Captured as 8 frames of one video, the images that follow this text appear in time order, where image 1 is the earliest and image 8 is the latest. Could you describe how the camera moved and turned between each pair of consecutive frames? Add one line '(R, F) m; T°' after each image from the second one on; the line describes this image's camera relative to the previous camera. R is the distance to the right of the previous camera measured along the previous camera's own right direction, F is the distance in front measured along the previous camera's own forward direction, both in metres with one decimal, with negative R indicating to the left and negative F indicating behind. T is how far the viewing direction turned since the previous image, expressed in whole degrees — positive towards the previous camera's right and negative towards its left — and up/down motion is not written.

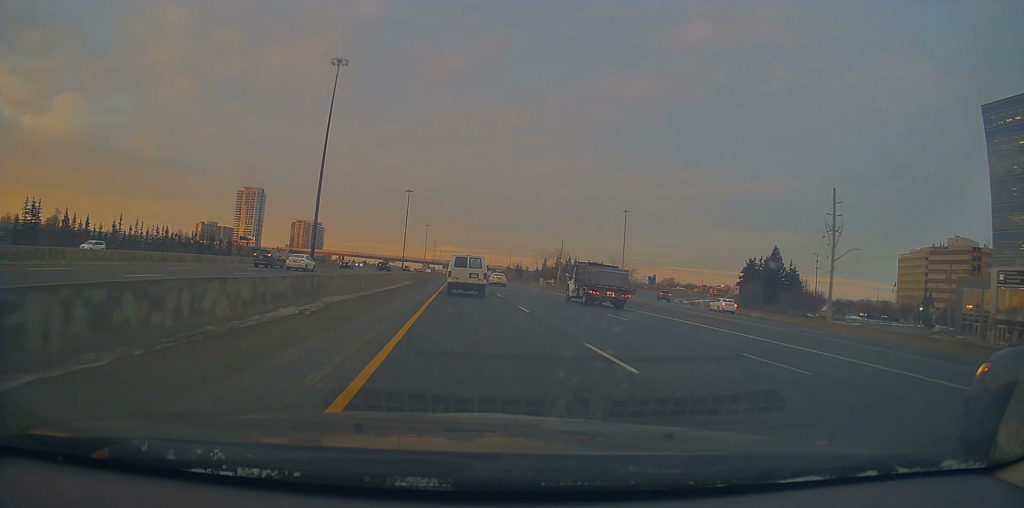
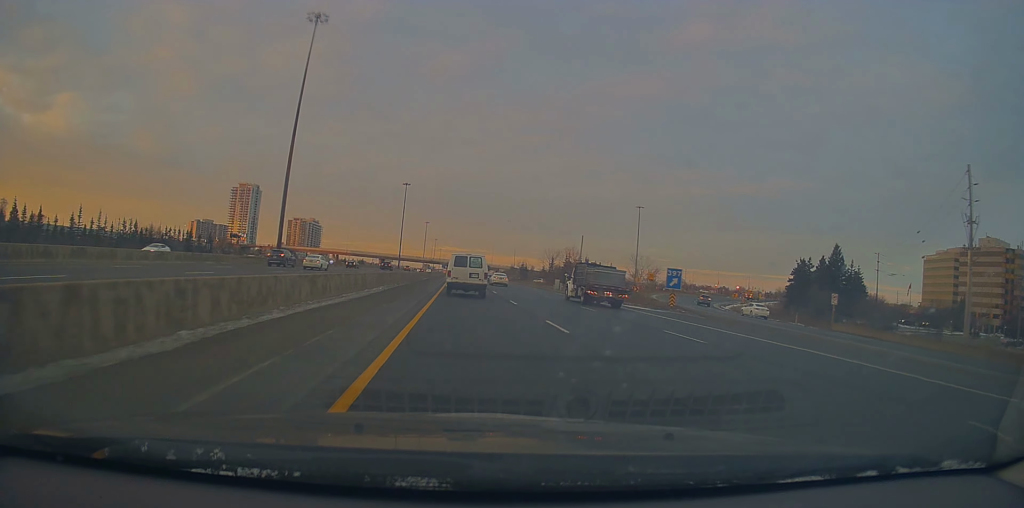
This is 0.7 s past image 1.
(0.0, +18.6) m; 0°
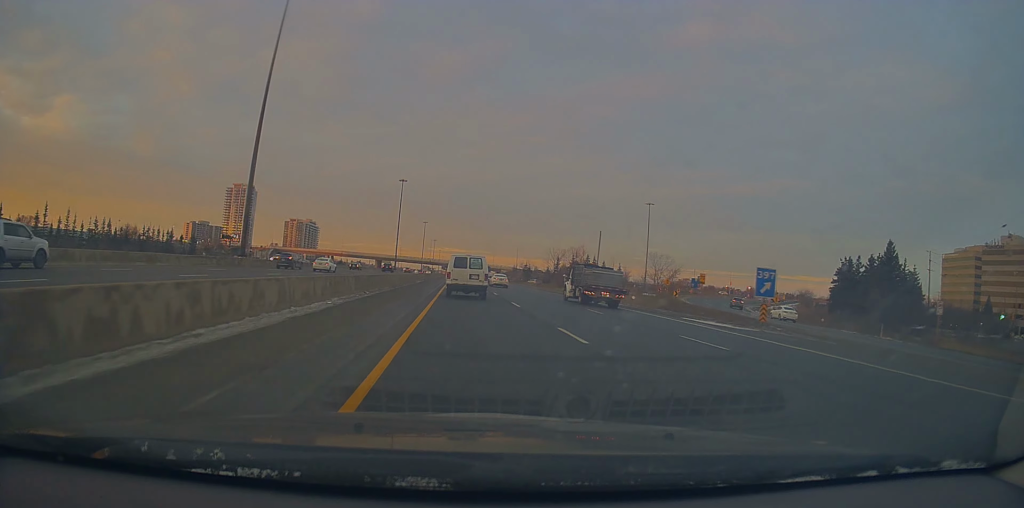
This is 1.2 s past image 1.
(0.0, +13.2) m; 0°
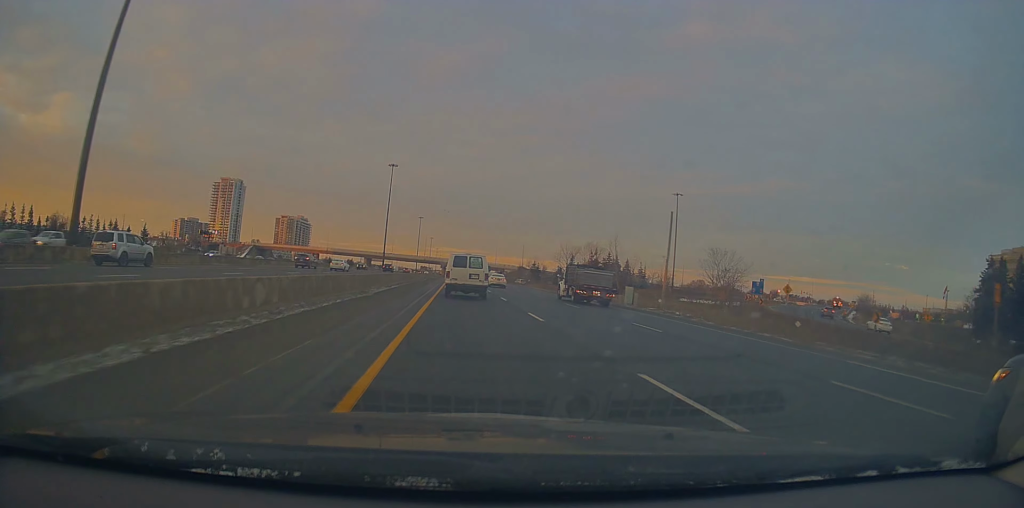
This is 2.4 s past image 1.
(+0.2, +31.1) m; +1°
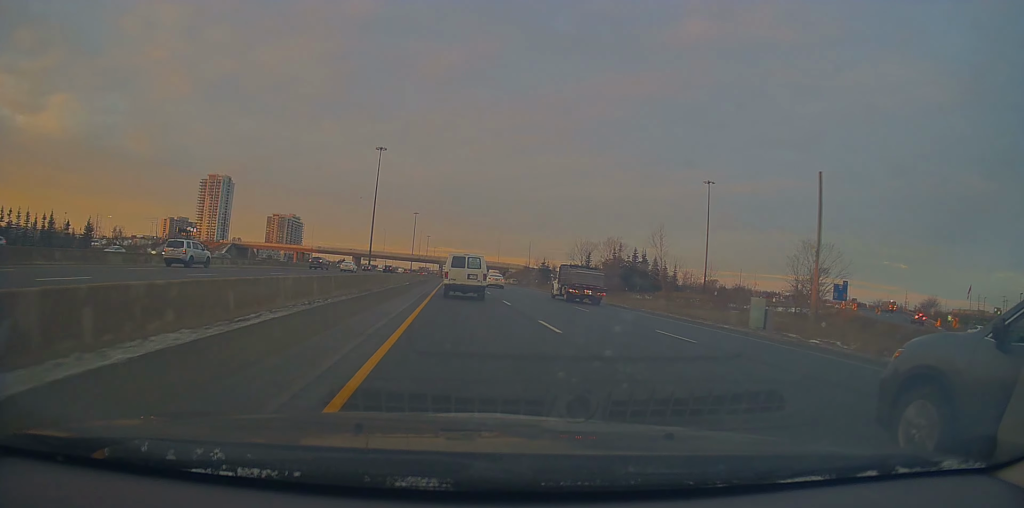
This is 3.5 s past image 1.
(+0.2, +27.1) m; 0°
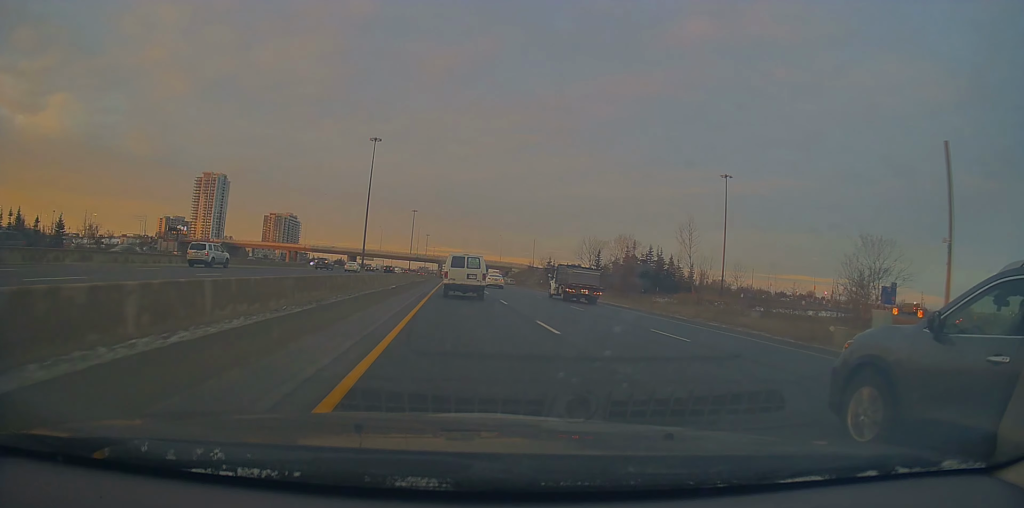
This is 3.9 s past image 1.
(-0.1, +11.7) m; 0°
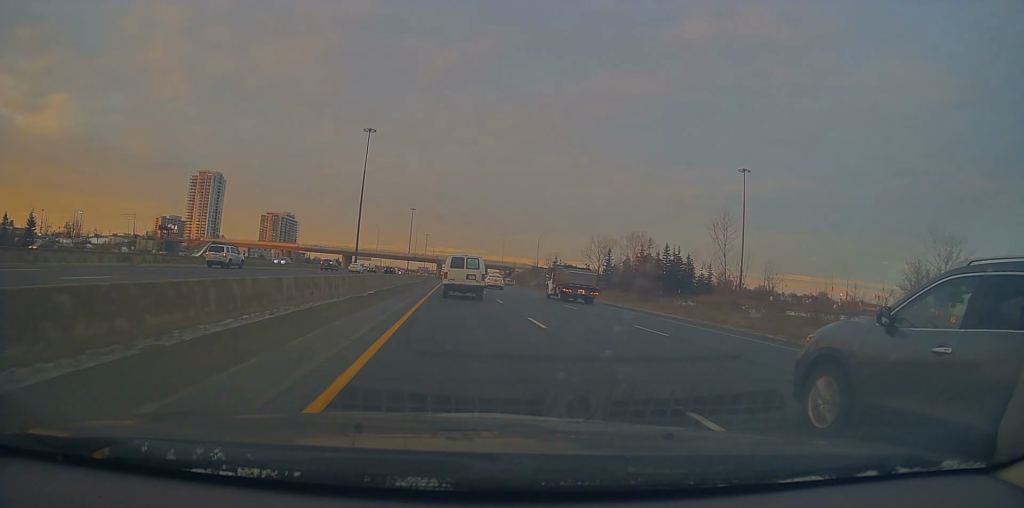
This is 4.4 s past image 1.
(0.0, +10.8) m; 0°
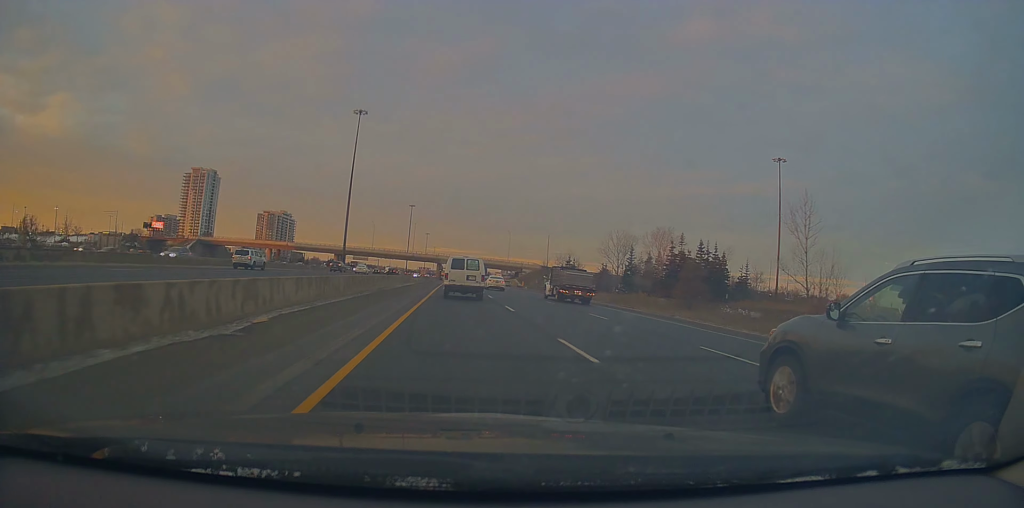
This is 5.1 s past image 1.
(0.0, +17.4) m; 0°
